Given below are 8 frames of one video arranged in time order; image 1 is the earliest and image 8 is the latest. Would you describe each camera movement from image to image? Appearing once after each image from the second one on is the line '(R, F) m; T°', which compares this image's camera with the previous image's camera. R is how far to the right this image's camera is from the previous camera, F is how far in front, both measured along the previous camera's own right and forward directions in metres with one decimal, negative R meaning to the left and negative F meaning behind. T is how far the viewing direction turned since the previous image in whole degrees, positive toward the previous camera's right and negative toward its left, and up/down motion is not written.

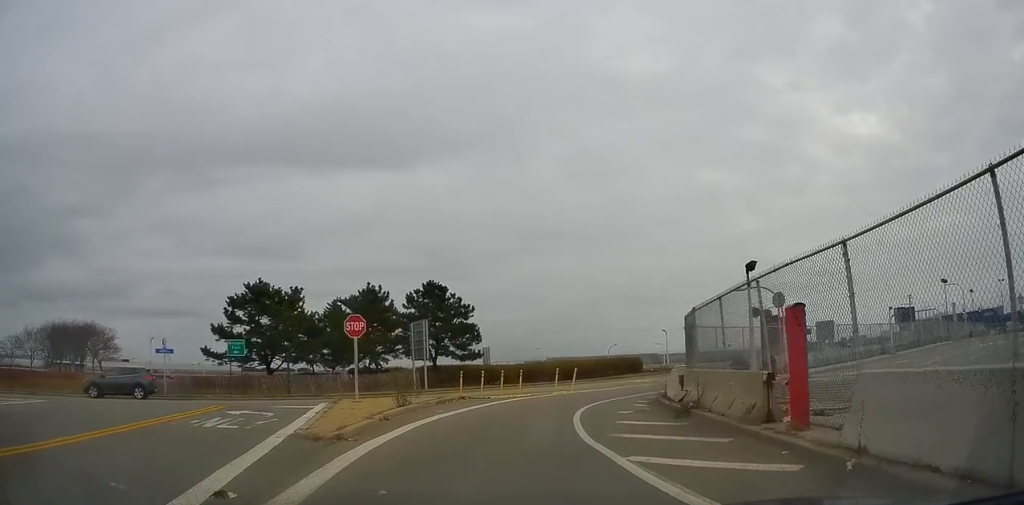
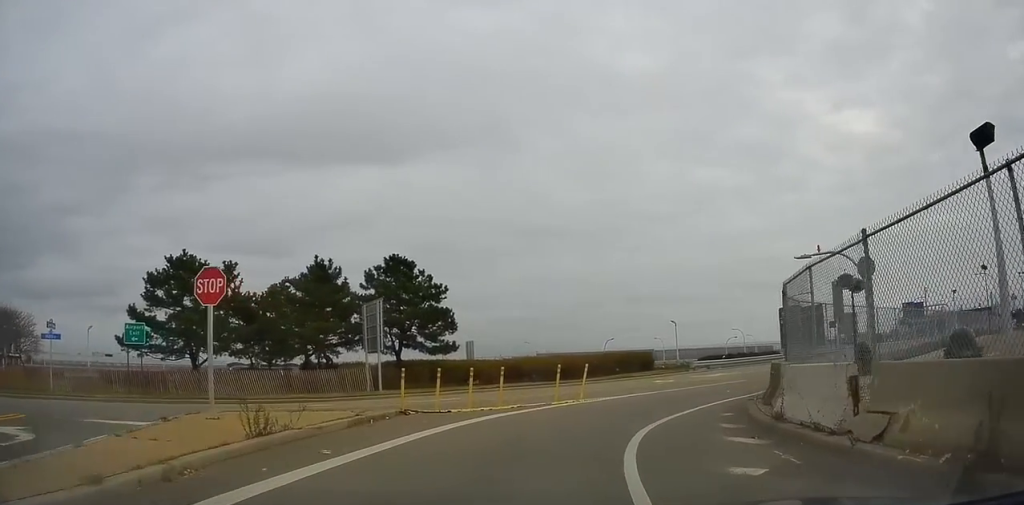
(+0.5, +9.8) m; +1°
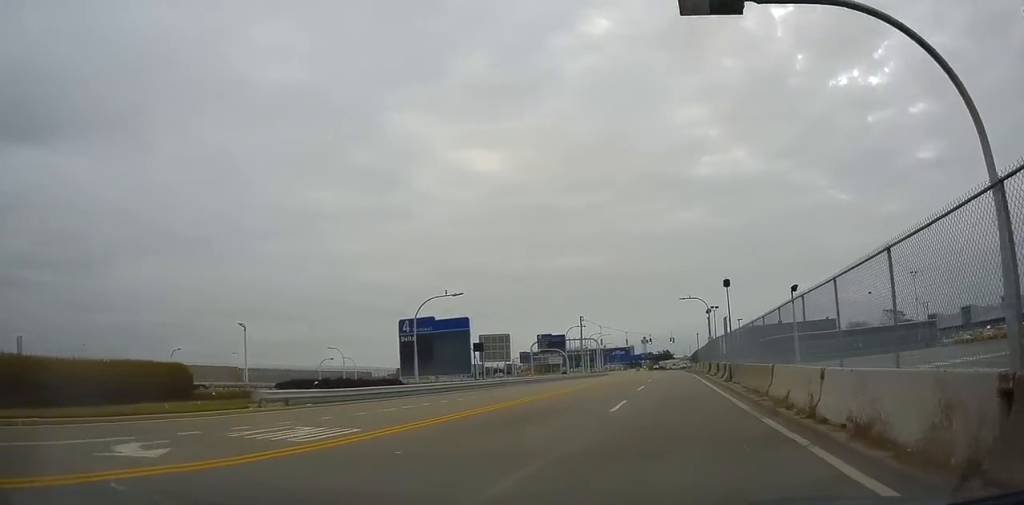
(+0.3, +21.7) m; +8°
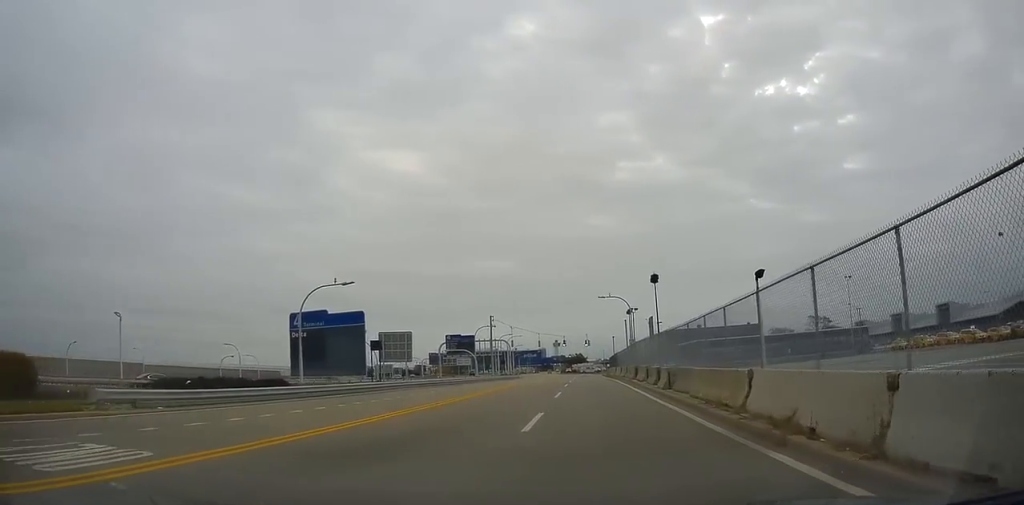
(+0.1, +4.8) m; +9°
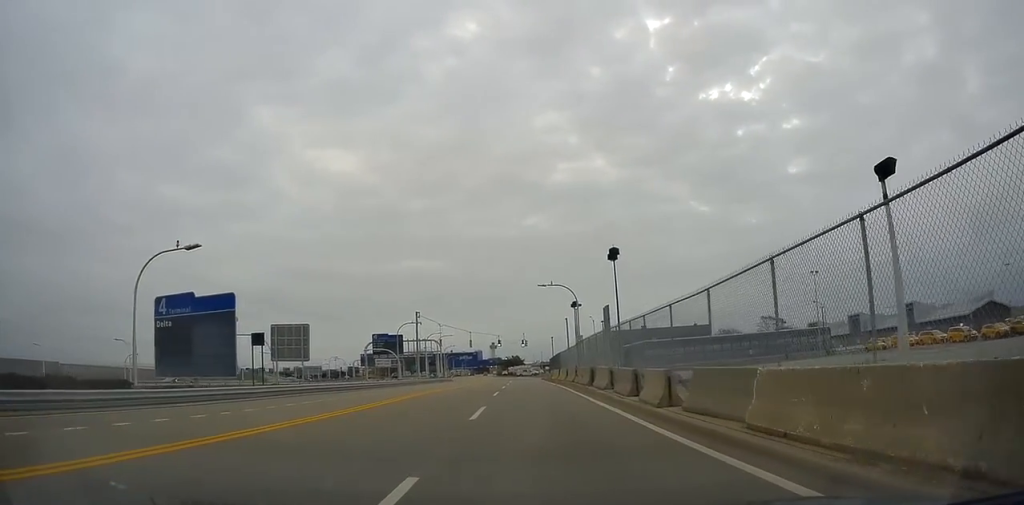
(+1.4, +8.7) m; +19°
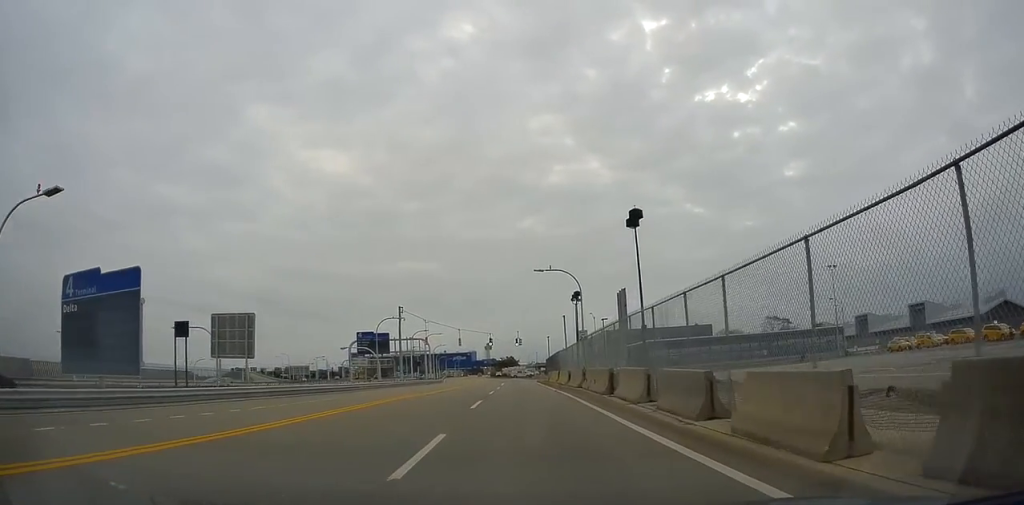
(+0.9, +6.8) m; +11°
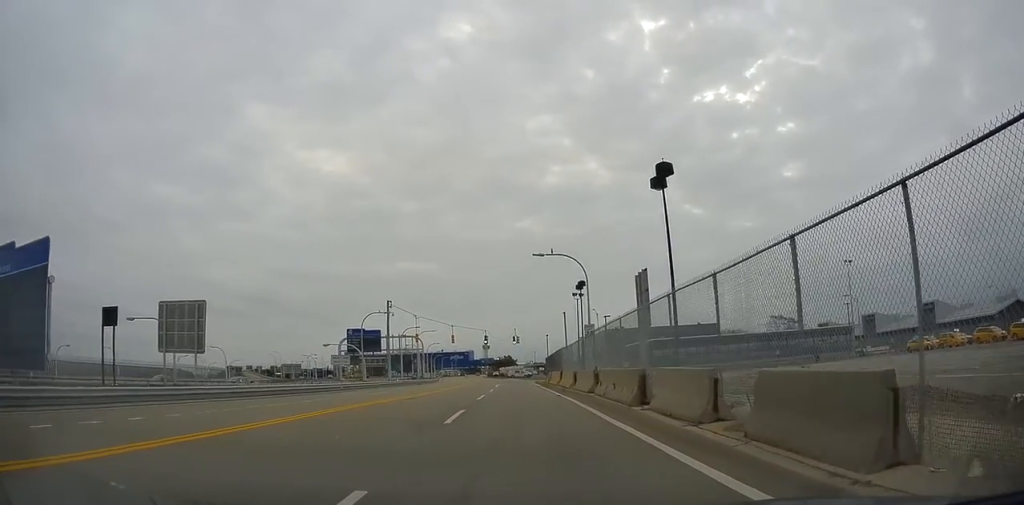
(+0.3, +4.8) m; +4°
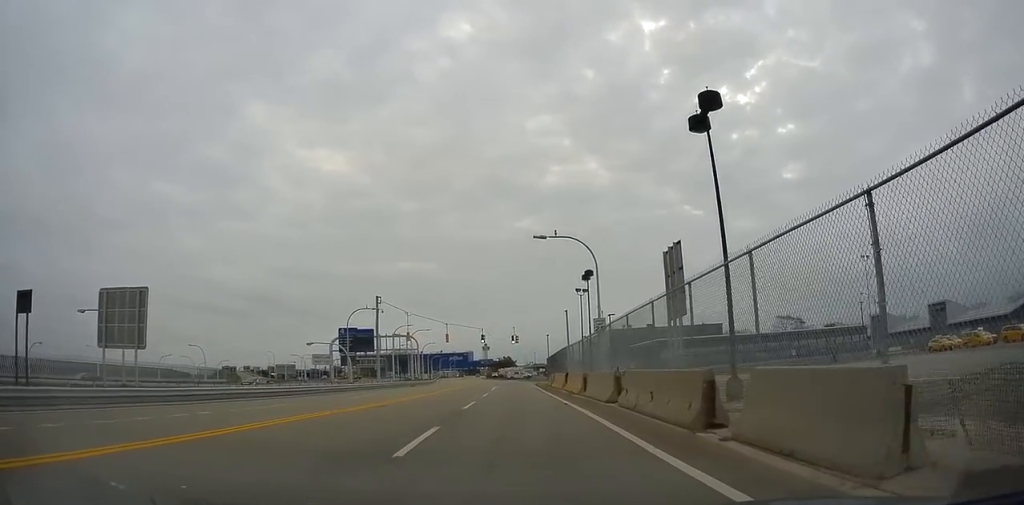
(+0.1, +4.4) m; +2°
